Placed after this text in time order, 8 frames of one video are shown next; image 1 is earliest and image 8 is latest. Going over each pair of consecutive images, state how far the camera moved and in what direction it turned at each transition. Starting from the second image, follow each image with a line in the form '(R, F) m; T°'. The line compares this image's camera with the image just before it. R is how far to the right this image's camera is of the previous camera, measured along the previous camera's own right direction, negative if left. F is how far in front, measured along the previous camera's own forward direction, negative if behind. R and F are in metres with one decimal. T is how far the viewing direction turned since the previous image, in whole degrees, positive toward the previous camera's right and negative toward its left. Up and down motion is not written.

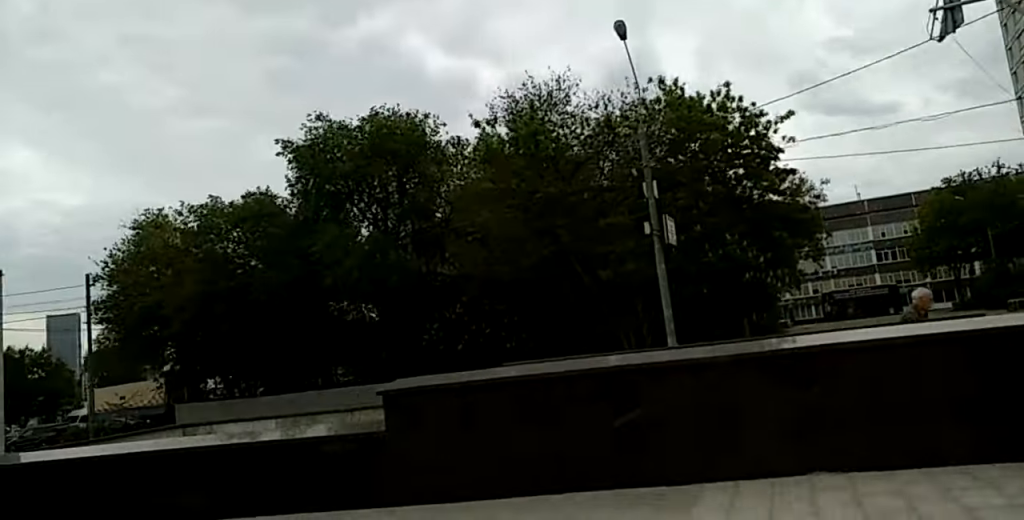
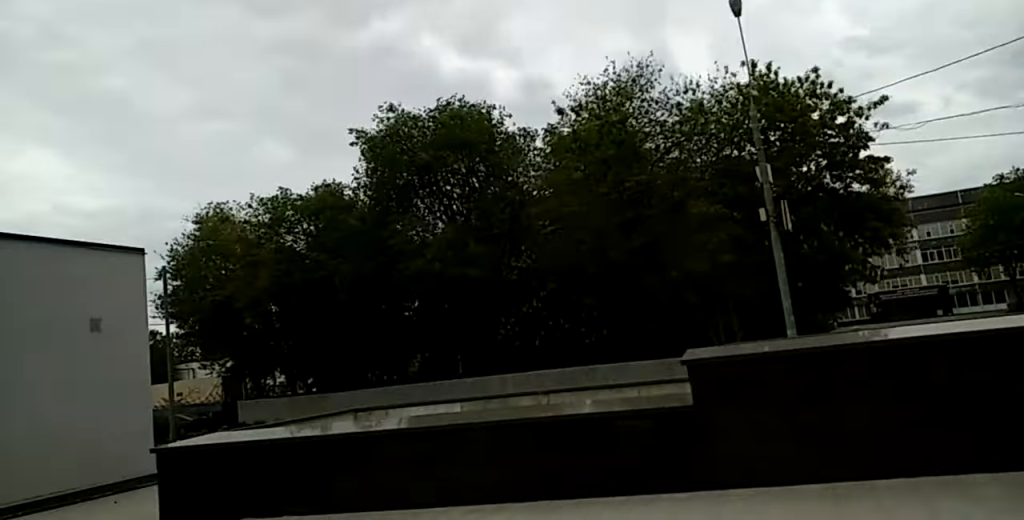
(0.0, +3.0) m; 0°
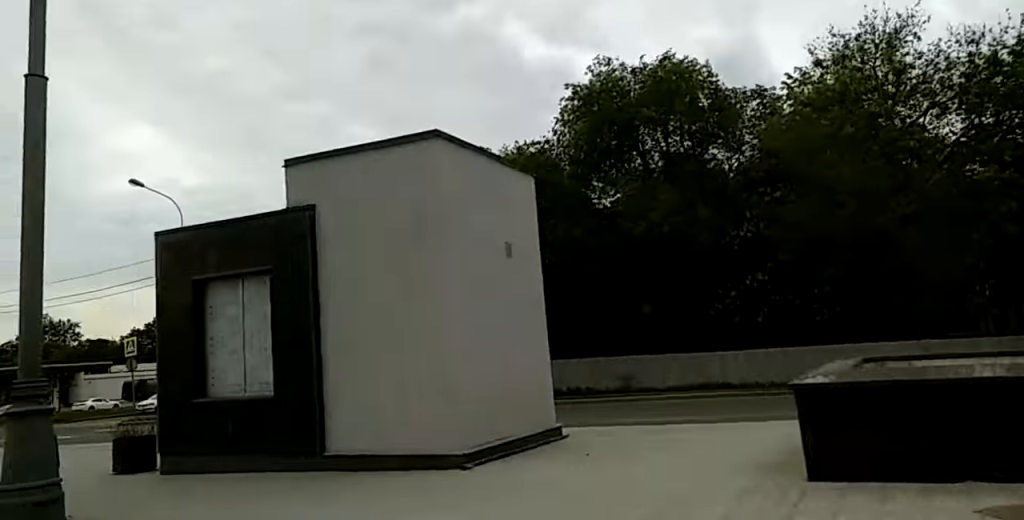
(0.0, +7.4) m; 0°
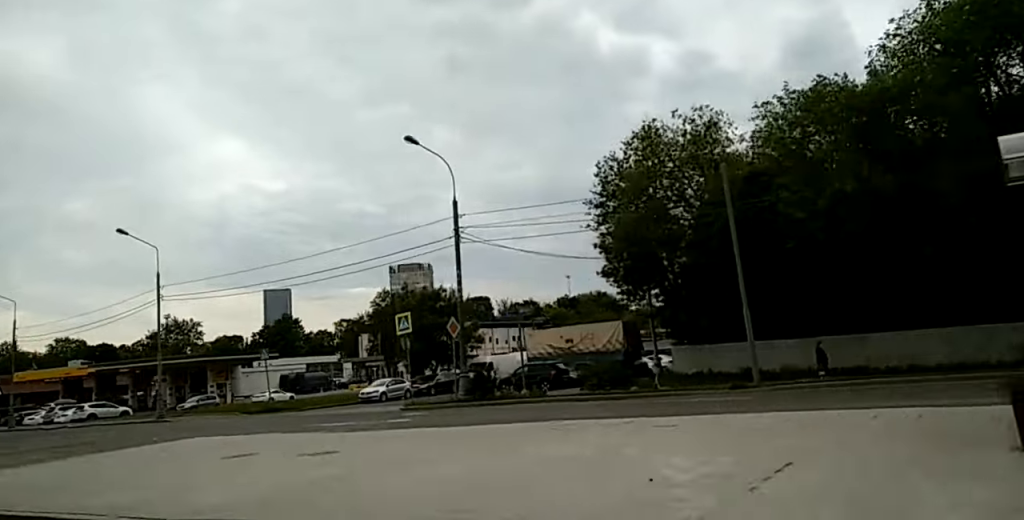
(+0.3, +13.3) m; 0°
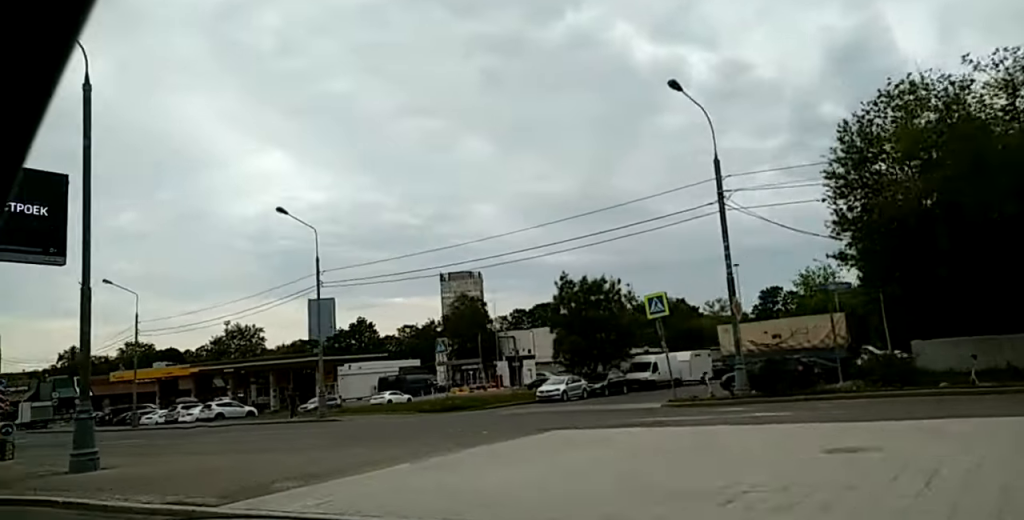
(-0.8, +12.3) m; -5°
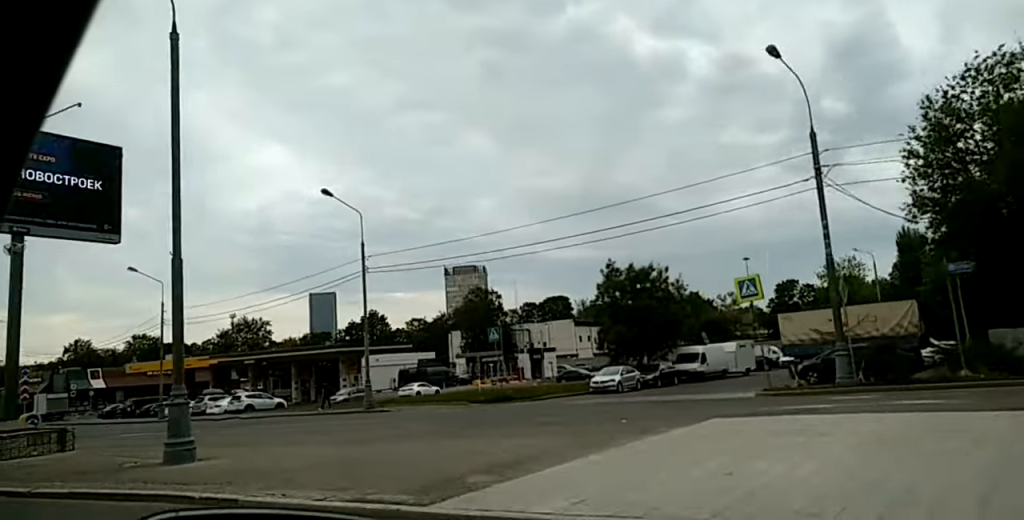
(-0.1, +4.1) m; 0°
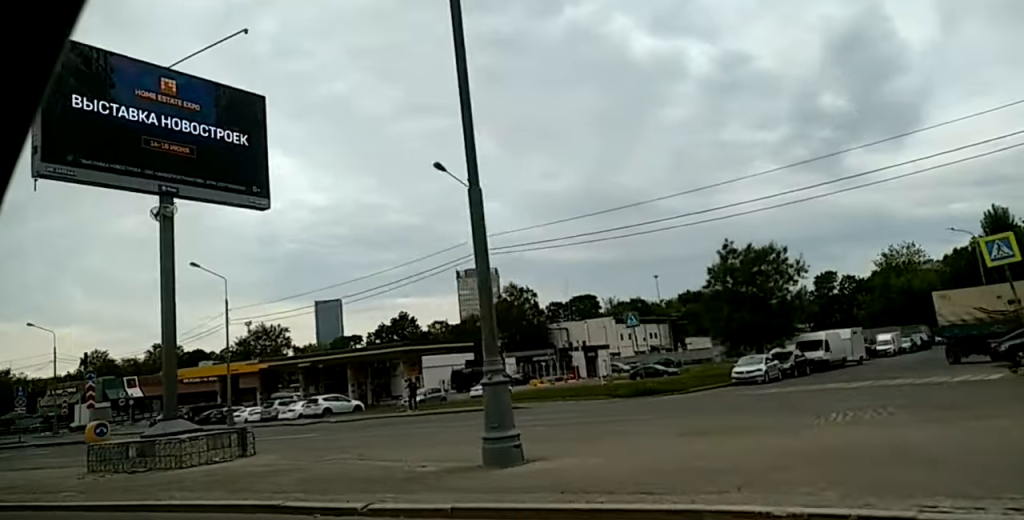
(+0.3, +8.9) m; +1°
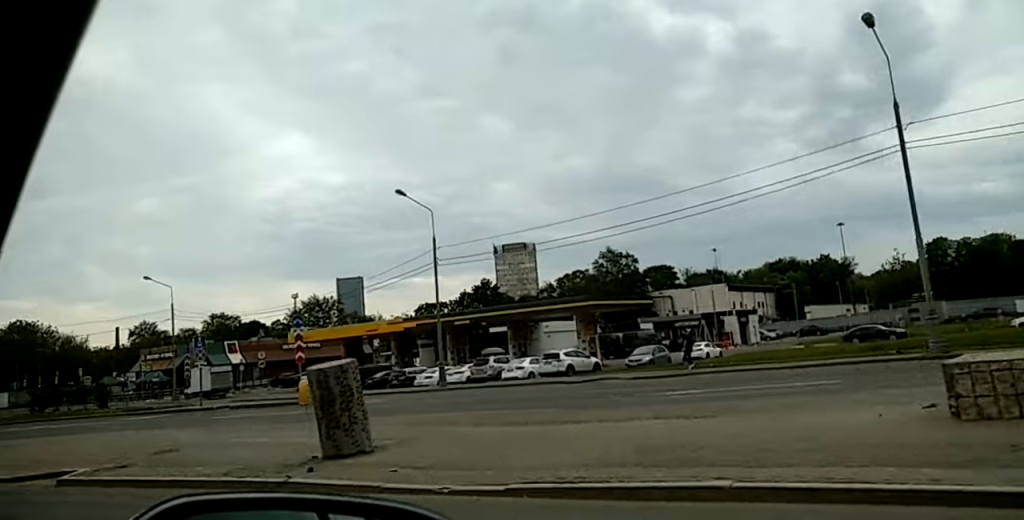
(-0.2, +21.4) m; +2°
